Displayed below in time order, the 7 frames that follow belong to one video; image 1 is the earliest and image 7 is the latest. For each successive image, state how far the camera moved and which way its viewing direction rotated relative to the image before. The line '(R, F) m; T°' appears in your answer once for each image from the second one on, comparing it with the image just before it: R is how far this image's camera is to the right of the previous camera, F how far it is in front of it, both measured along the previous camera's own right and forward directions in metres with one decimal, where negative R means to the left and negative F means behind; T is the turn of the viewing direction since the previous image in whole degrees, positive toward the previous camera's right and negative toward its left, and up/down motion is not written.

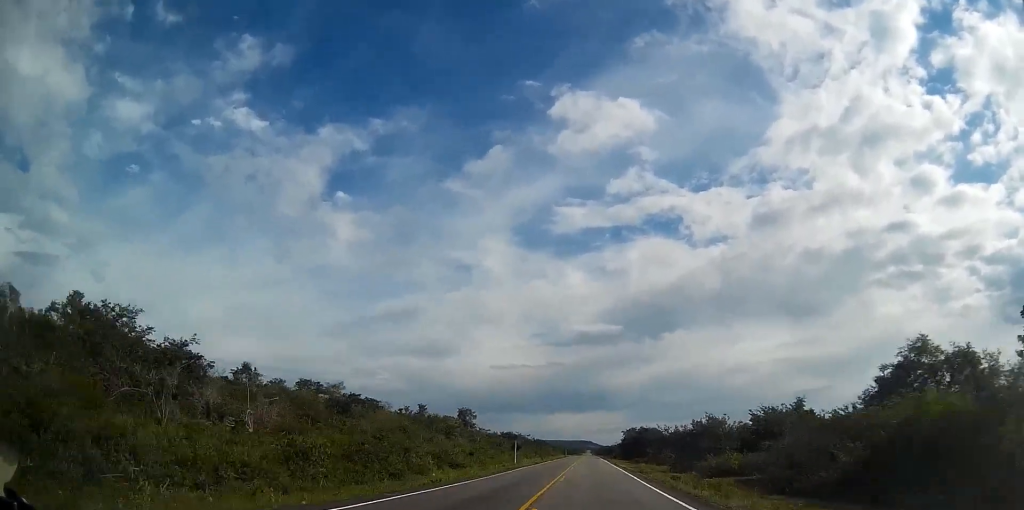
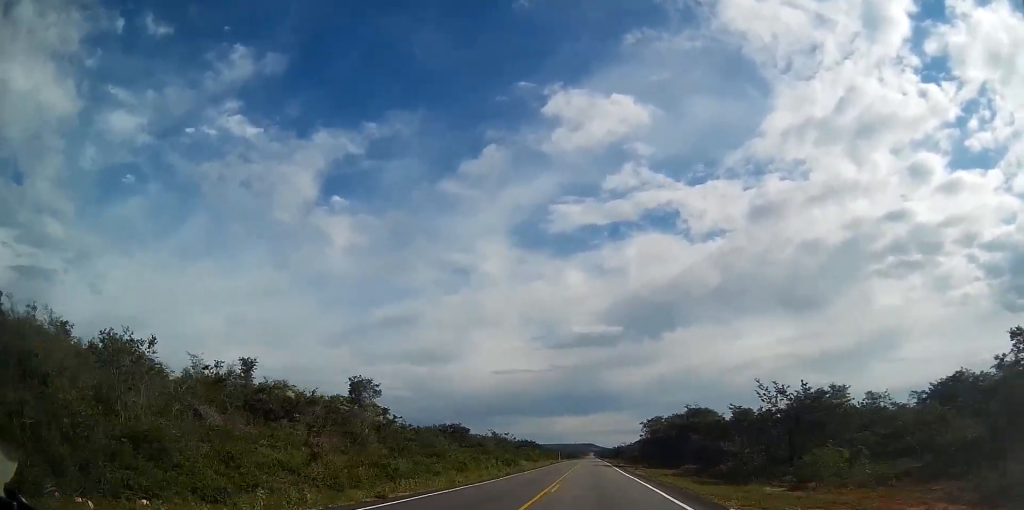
(-0.6, +53.2) m; -1°
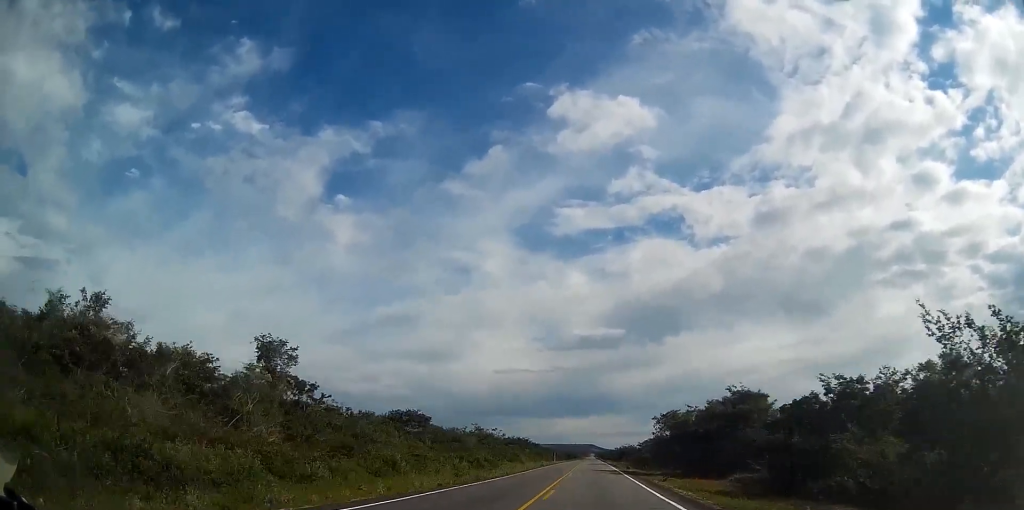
(0.0, +17.8) m; 0°
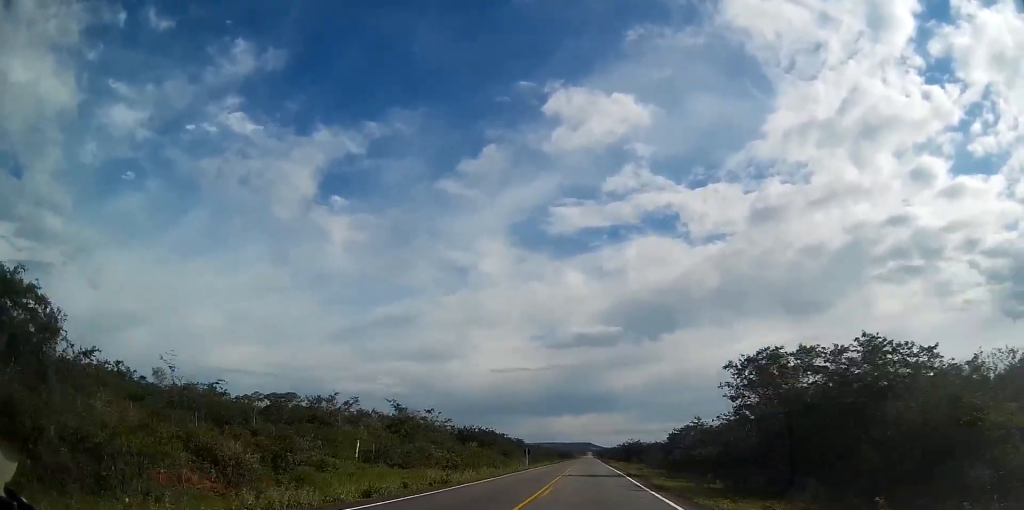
(-0.4, +47.0) m; 0°
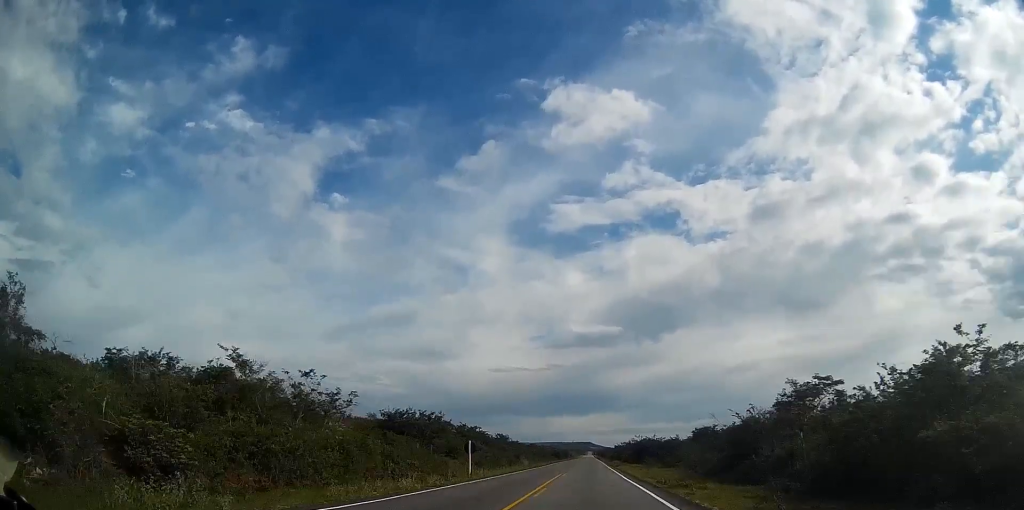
(0.0, +32.5) m; 0°
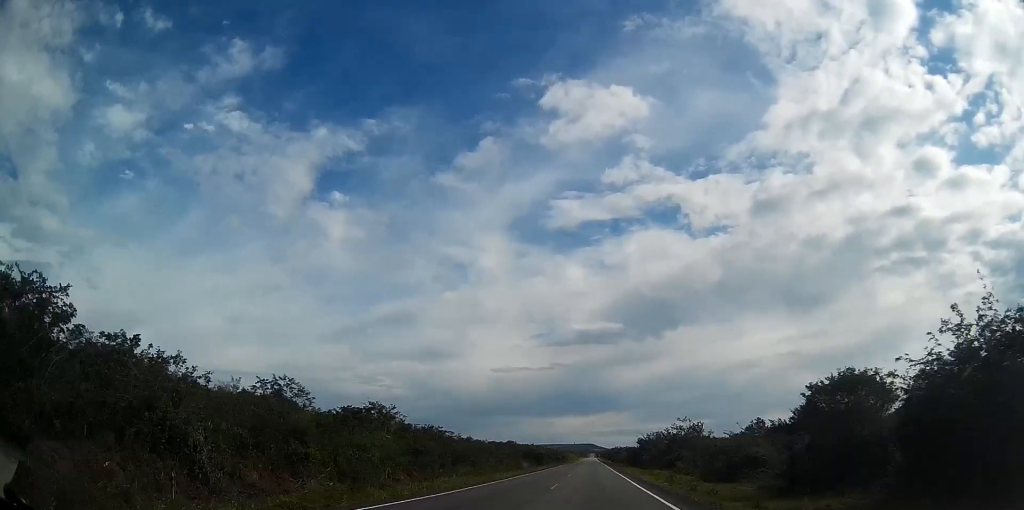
(+0.4, +86.7) m; 0°
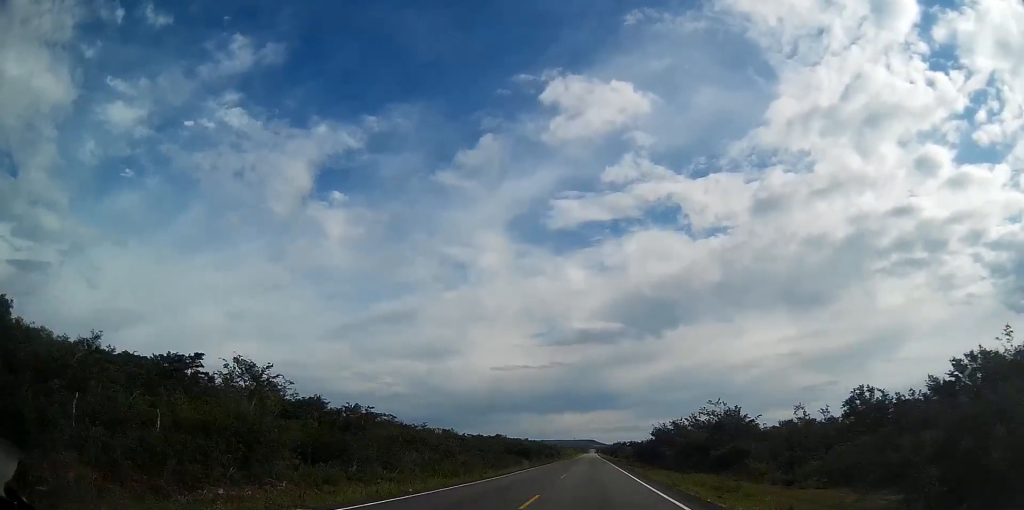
(0.0, +28.0) m; 0°
